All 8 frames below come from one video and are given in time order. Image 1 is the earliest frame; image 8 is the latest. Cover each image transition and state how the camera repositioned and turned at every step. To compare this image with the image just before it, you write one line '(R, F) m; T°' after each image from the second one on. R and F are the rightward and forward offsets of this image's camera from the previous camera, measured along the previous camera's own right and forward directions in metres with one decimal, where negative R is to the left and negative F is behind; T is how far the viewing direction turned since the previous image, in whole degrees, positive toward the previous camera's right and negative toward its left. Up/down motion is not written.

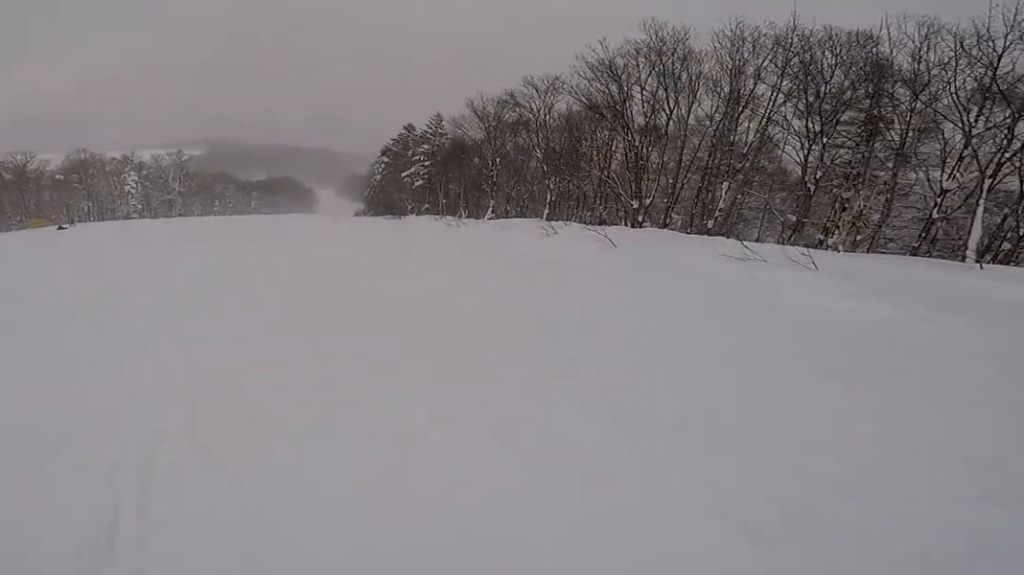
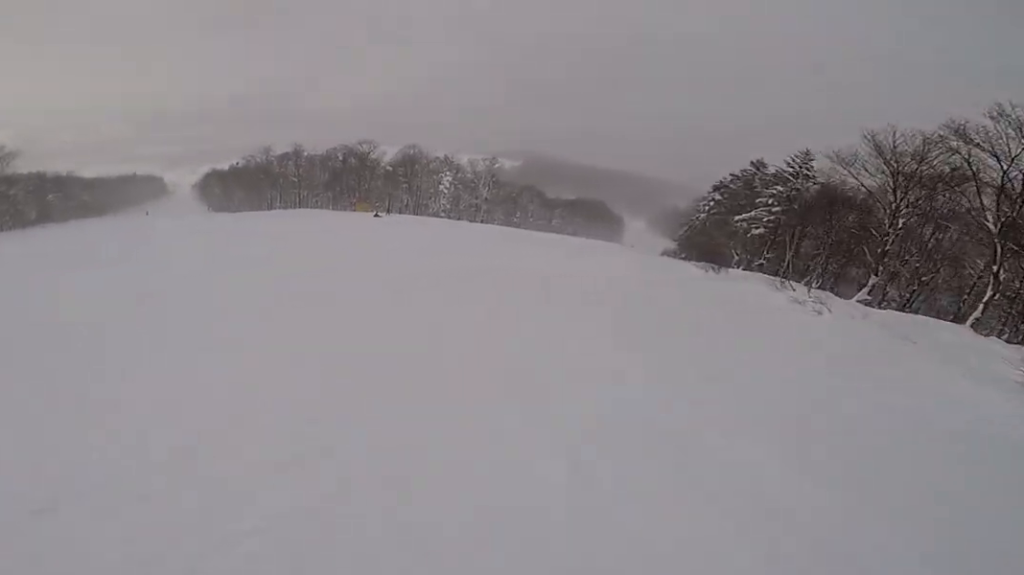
(-1.0, +4.3) m; -22°
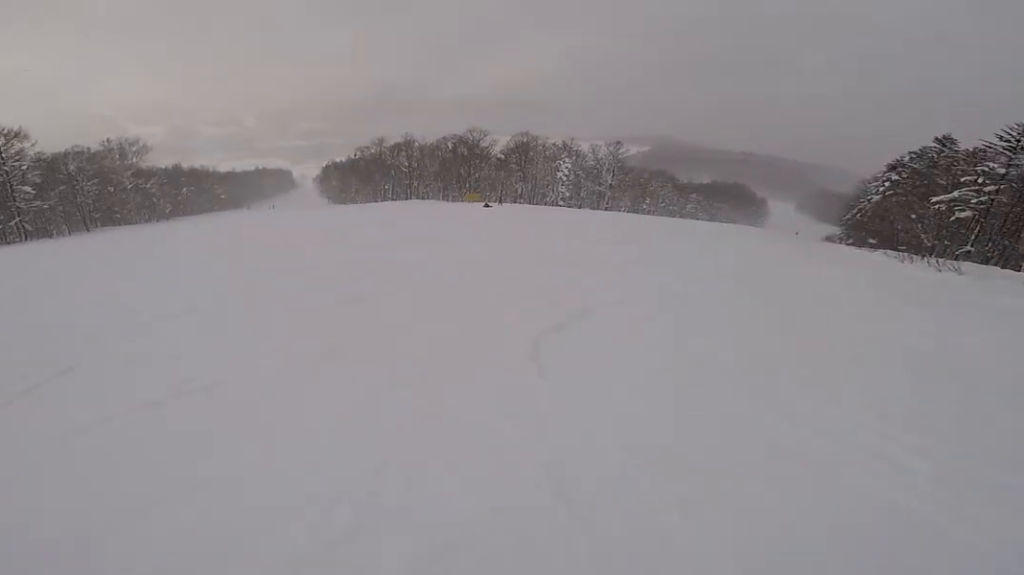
(-0.9, +4.9) m; -5°
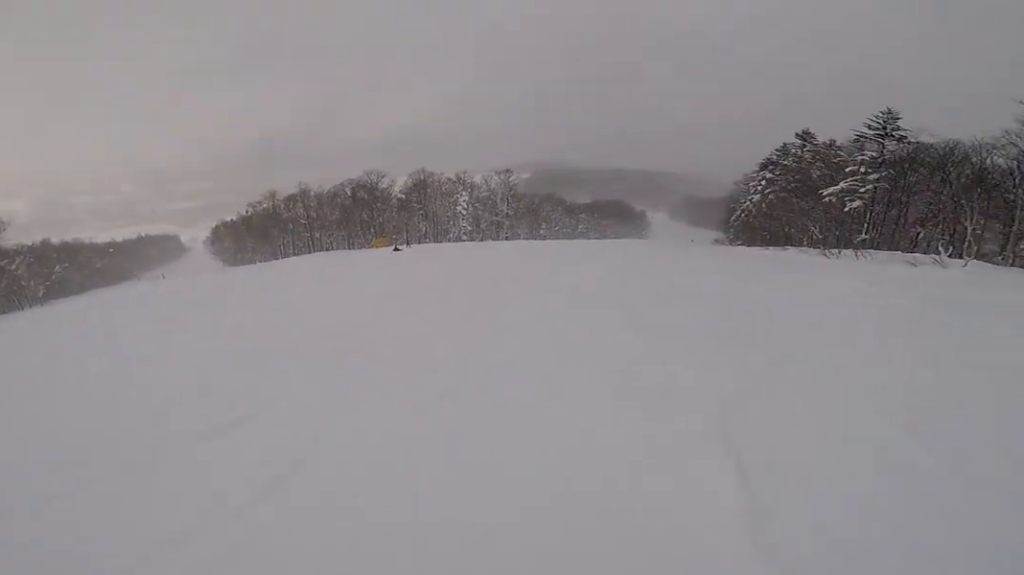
(0.0, +3.6) m; +12°
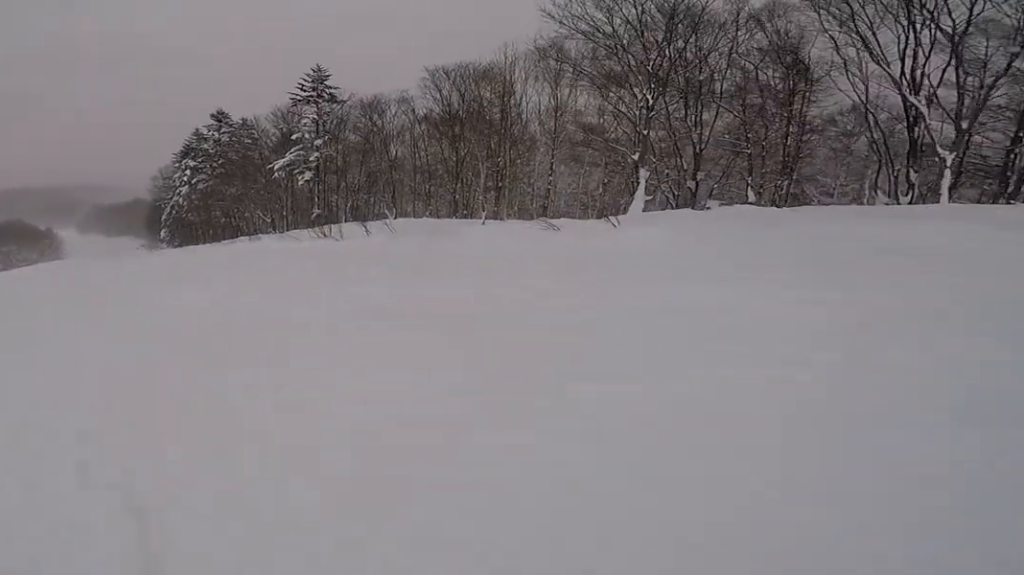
(+4.9, +9.6) m; +29°
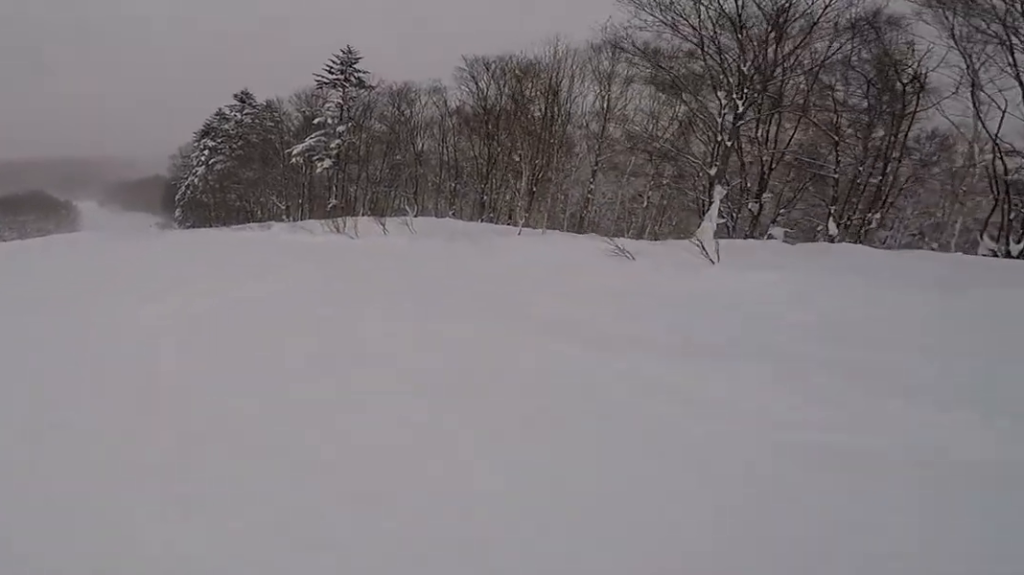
(+0.3, +2.3) m; -12°
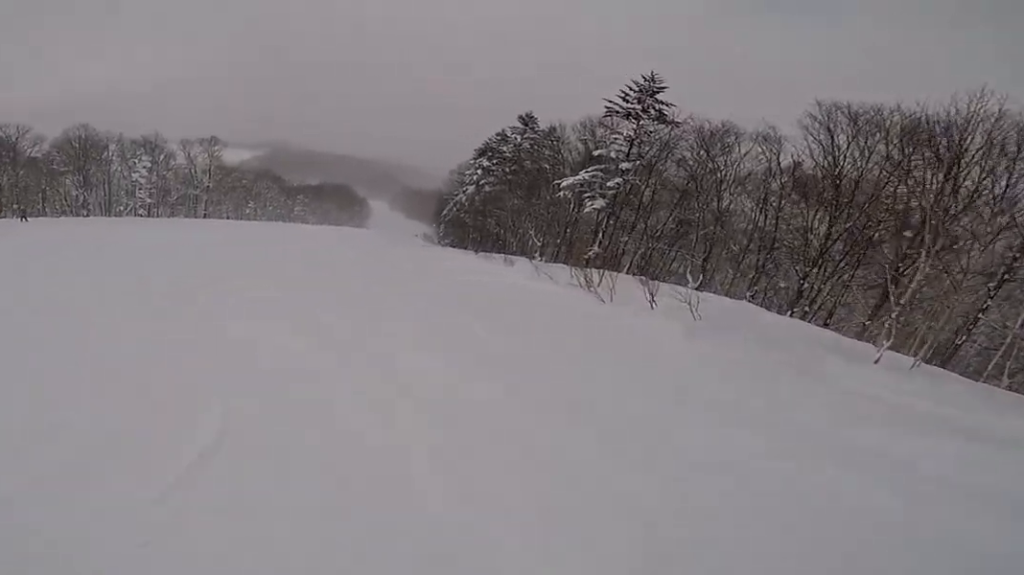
(-0.9, +3.3) m; -20°
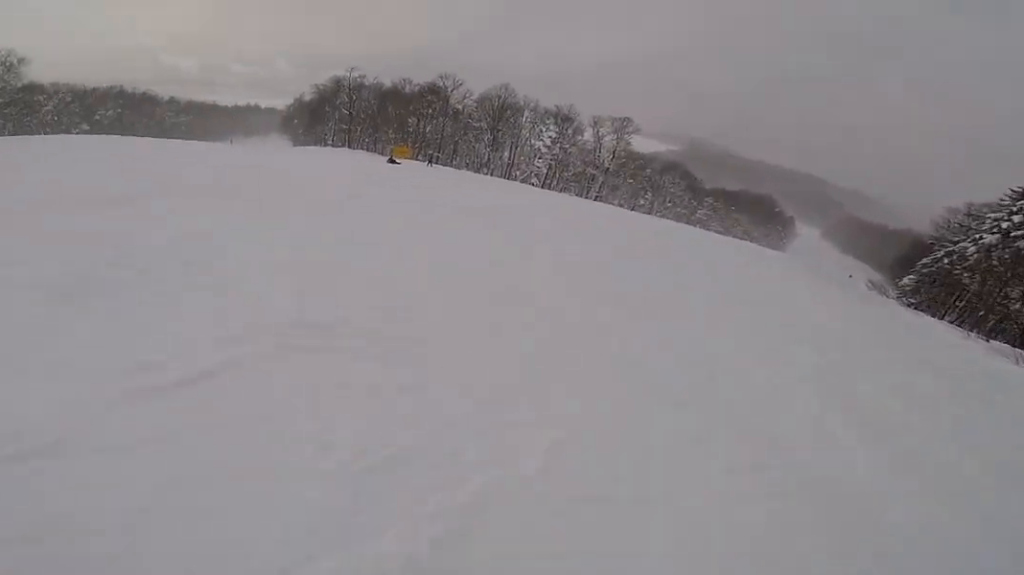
(-1.8, +6.0) m; -23°
